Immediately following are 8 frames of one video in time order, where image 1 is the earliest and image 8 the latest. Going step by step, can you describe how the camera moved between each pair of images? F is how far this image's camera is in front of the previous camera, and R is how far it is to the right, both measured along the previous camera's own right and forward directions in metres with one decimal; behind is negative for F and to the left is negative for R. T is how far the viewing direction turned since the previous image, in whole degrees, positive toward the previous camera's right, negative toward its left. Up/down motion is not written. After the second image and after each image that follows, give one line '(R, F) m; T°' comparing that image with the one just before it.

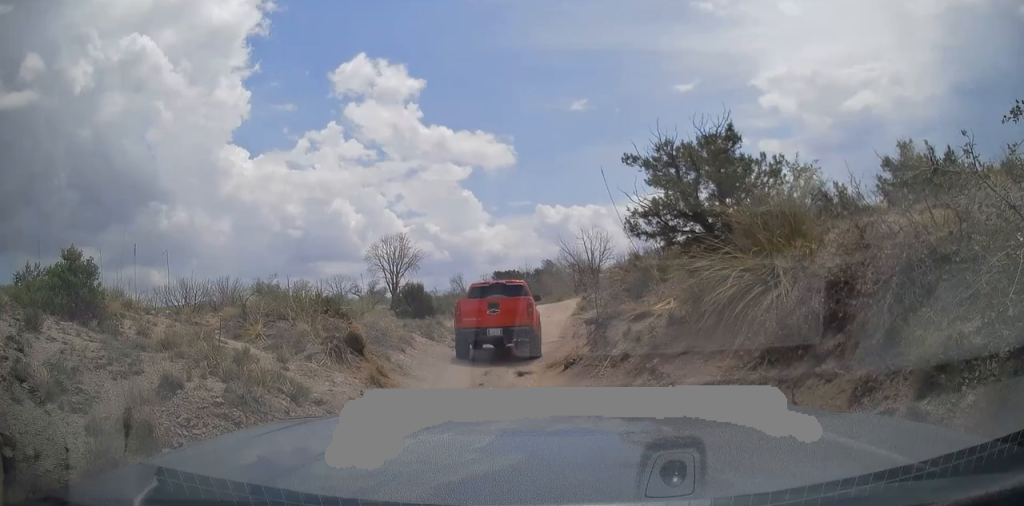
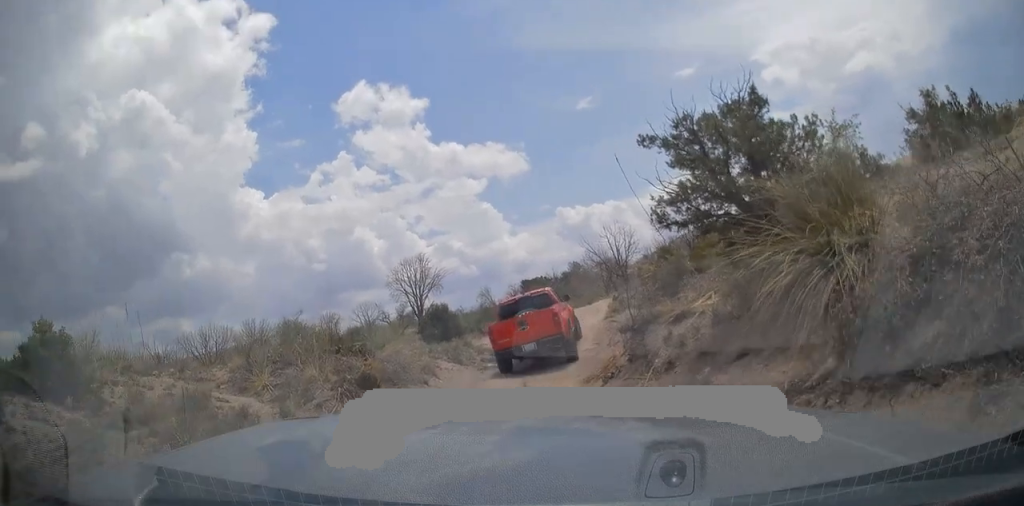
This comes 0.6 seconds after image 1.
(0.0, +1.4) m; -1°
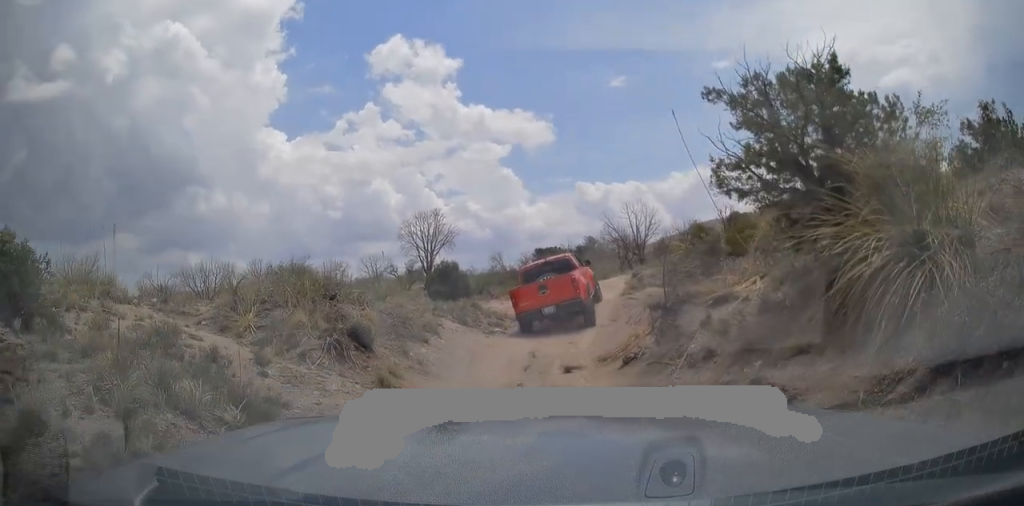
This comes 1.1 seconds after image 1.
(0.0, +1.1) m; -2°
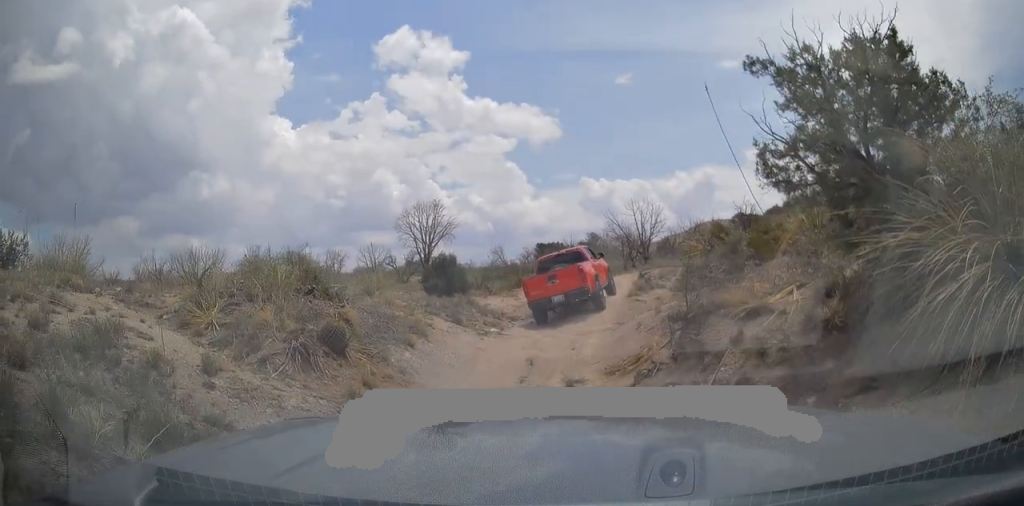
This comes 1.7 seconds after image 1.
(0.0, +1.3) m; -3°
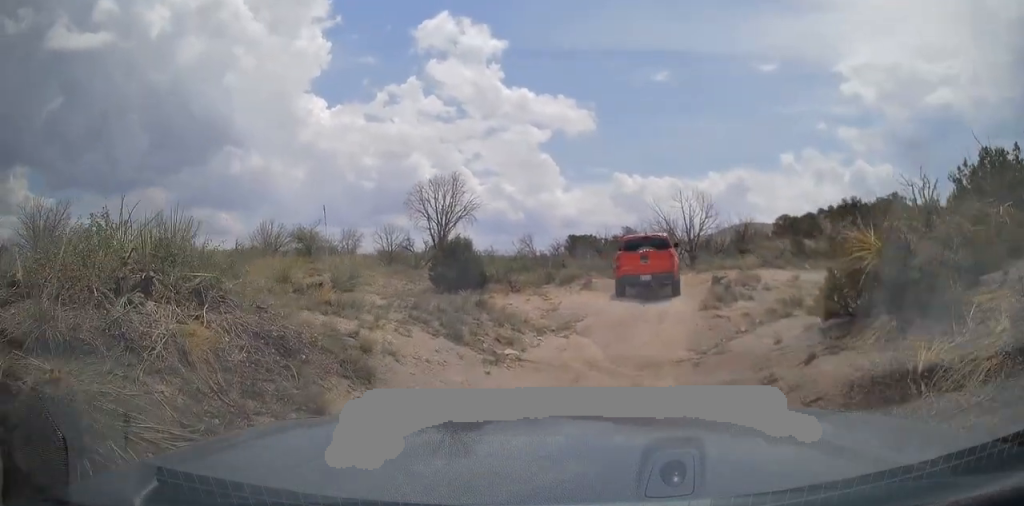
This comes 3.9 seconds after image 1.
(+0.1, +4.8) m; +1°
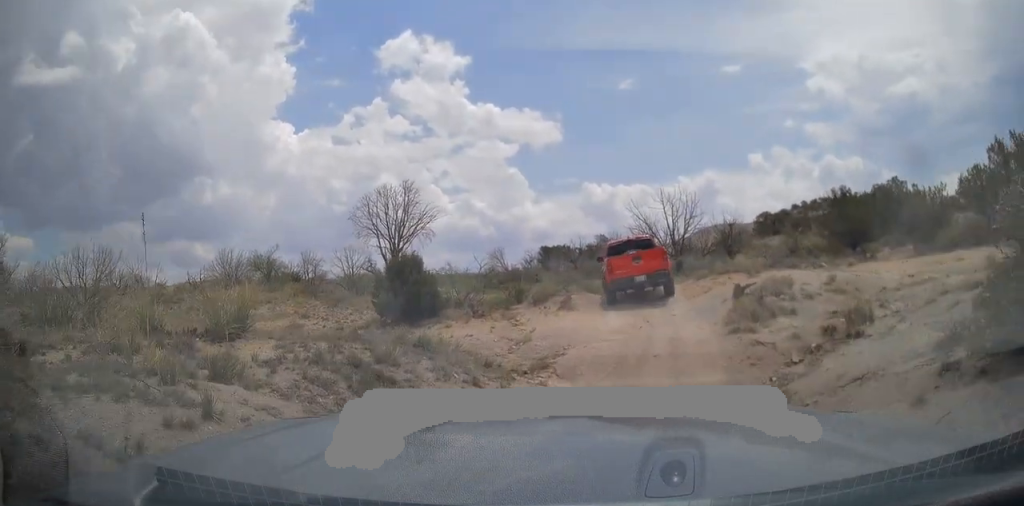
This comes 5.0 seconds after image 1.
(-0.1, +3.1) m; -3°
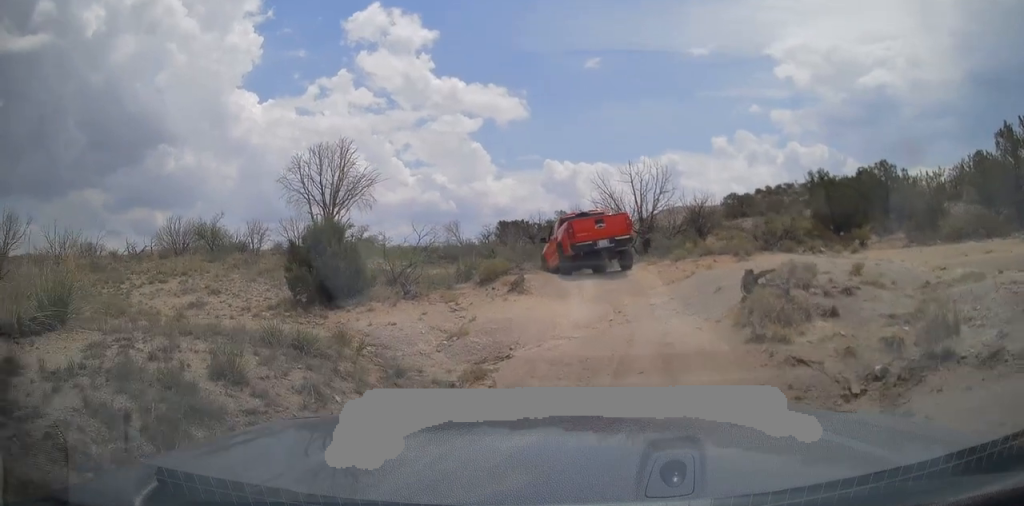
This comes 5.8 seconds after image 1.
(0.0, +2.6) m; 0°
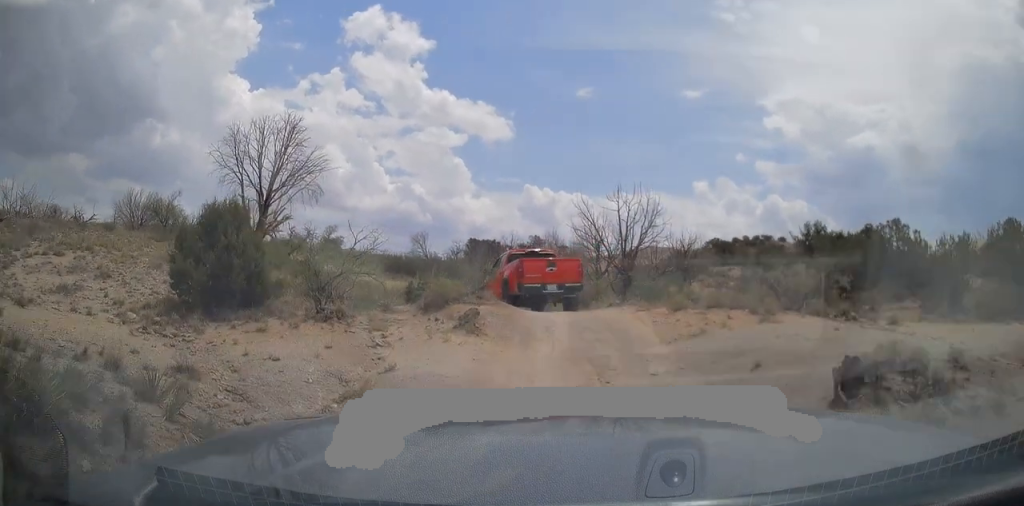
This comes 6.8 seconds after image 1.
(0.0, +3.4) m; 0°
